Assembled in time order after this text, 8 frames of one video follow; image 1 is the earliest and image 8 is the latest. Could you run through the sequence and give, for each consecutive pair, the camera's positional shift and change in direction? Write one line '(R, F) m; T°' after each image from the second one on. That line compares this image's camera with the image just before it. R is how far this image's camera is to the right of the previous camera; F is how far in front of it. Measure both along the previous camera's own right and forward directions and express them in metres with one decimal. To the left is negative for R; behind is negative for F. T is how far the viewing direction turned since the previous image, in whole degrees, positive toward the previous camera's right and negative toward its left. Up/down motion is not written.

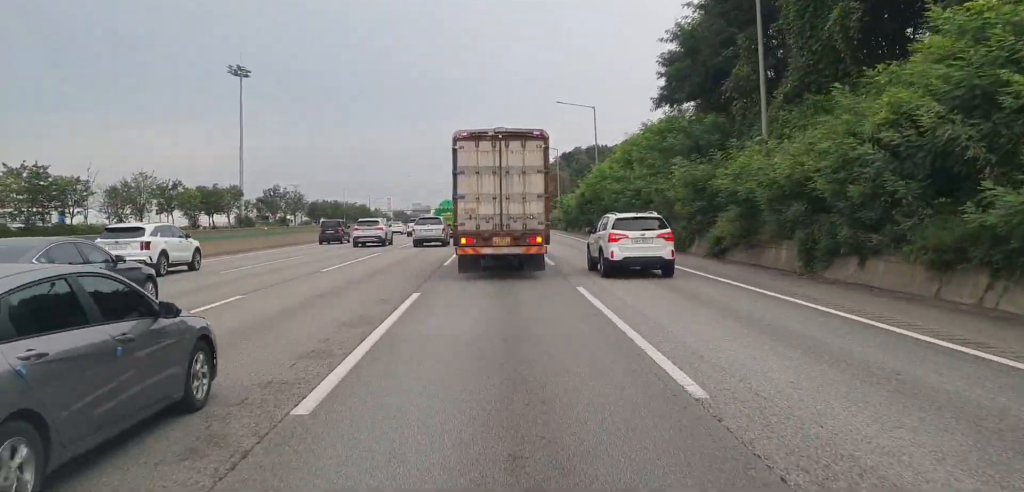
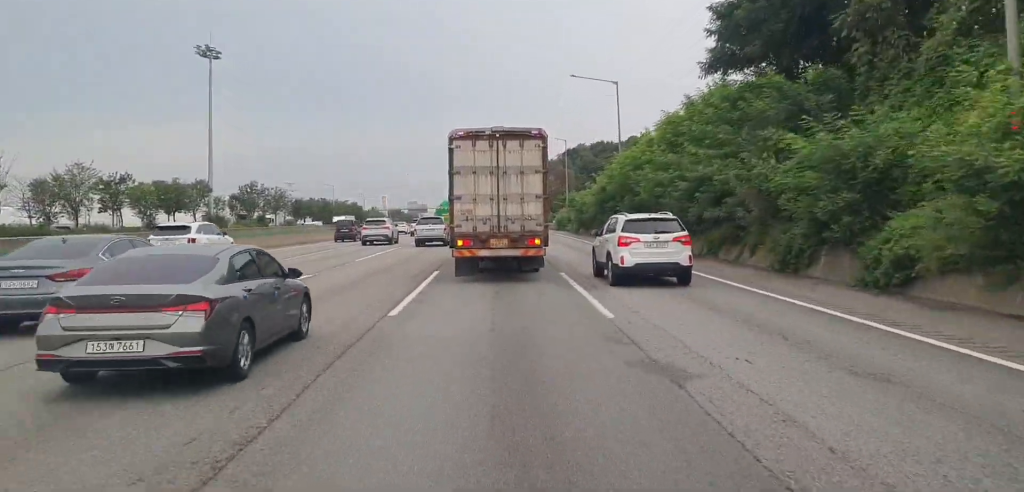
(+0.2, +13.7) m; +1°
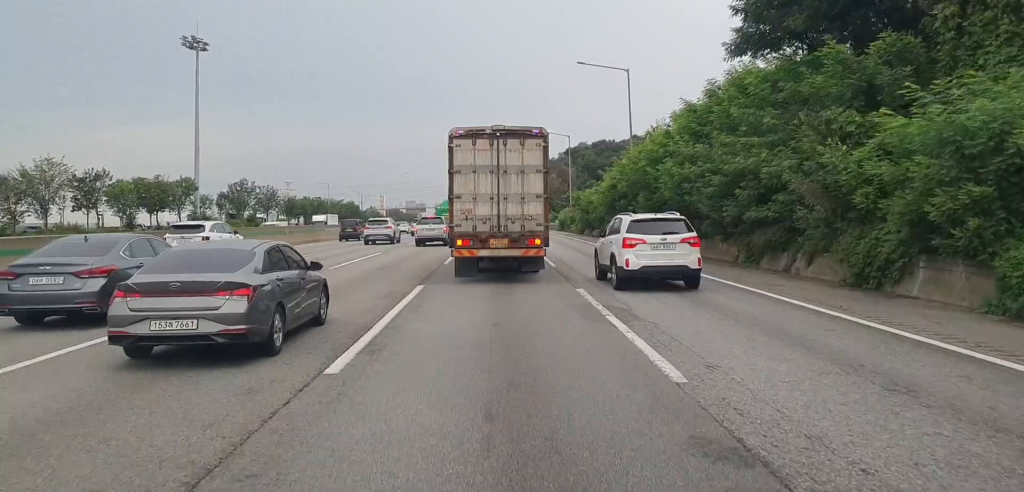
(0.0, +4.7) m; +1°
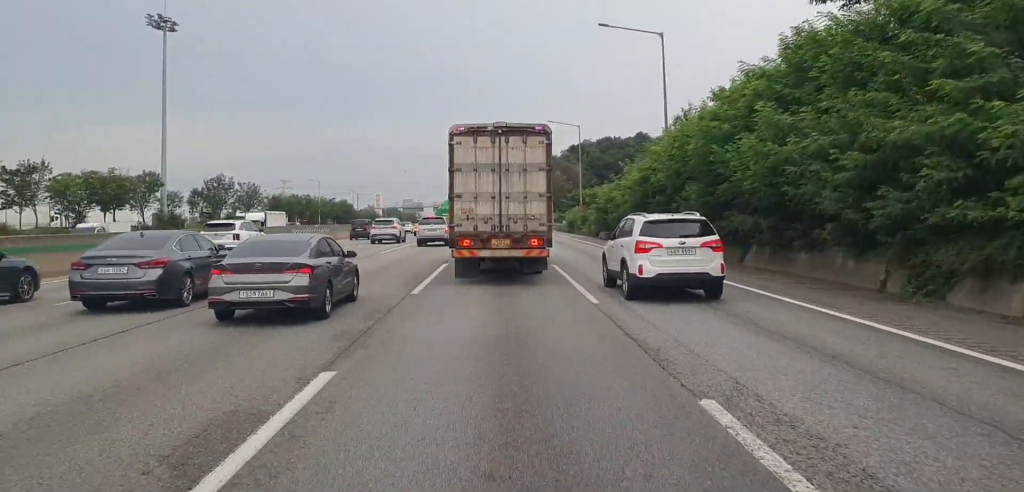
(+0.2, +11.3) m; -1°
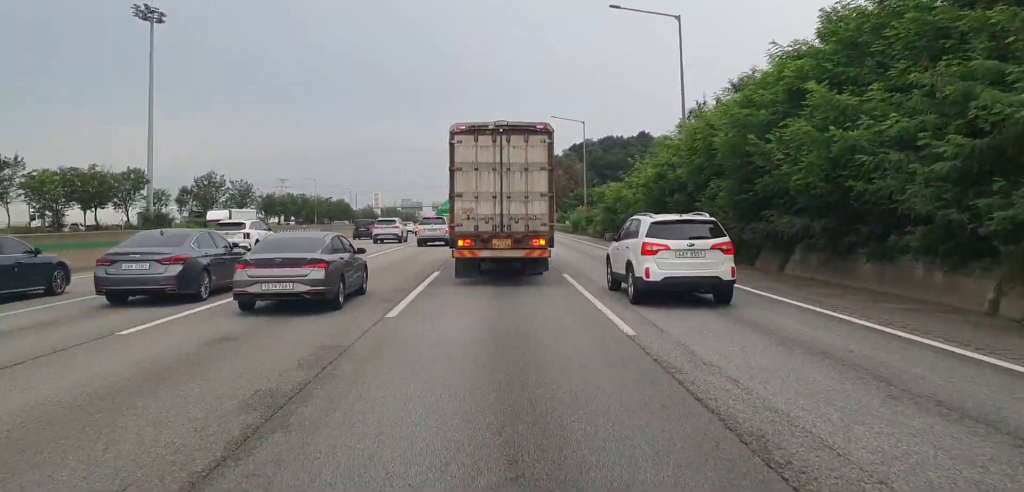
(-0.1, +3.9) m; 0°
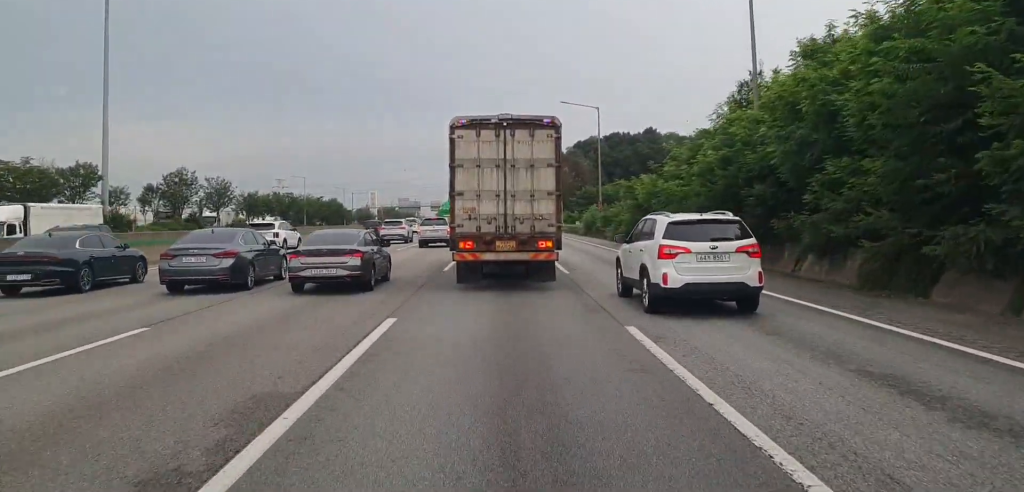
(0.0, +11.0) m; +1°
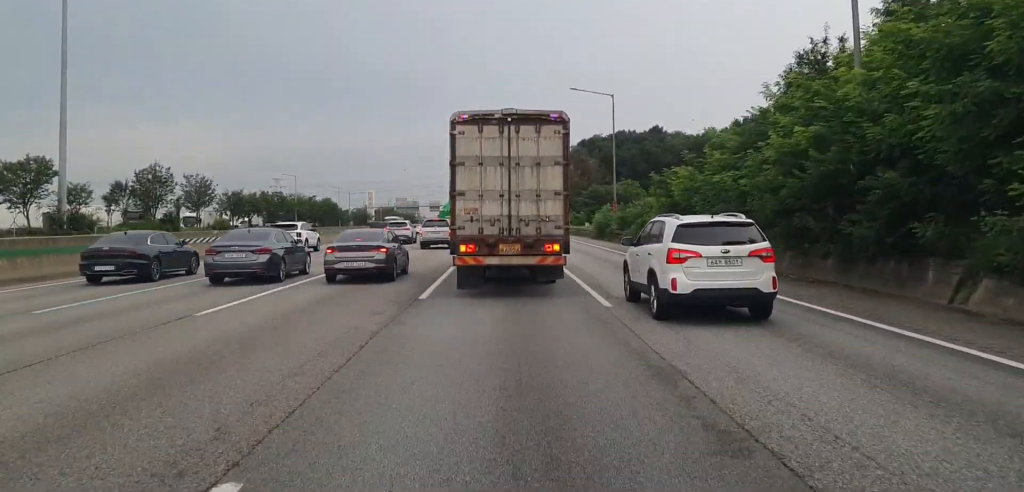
(+0.1, +8.1) m; 0°
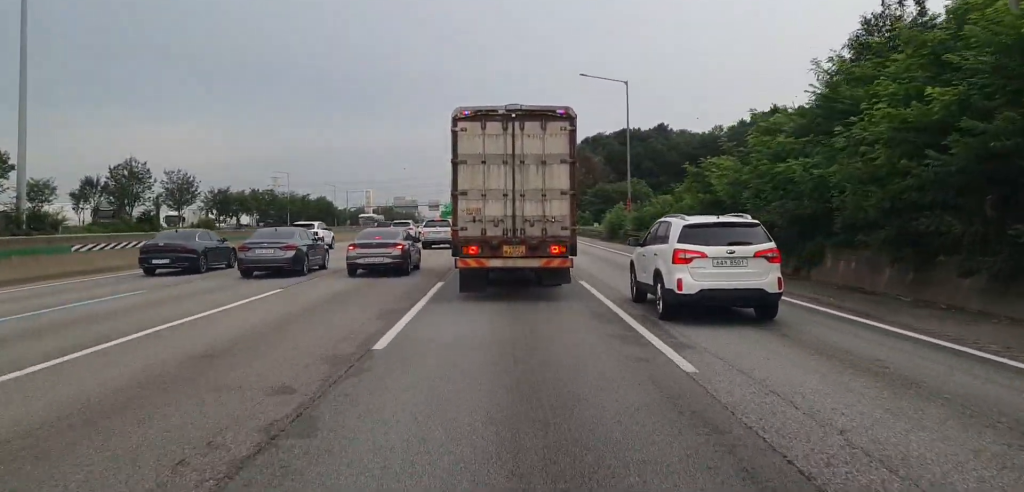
(-0.1, +6.7) m; -1°
